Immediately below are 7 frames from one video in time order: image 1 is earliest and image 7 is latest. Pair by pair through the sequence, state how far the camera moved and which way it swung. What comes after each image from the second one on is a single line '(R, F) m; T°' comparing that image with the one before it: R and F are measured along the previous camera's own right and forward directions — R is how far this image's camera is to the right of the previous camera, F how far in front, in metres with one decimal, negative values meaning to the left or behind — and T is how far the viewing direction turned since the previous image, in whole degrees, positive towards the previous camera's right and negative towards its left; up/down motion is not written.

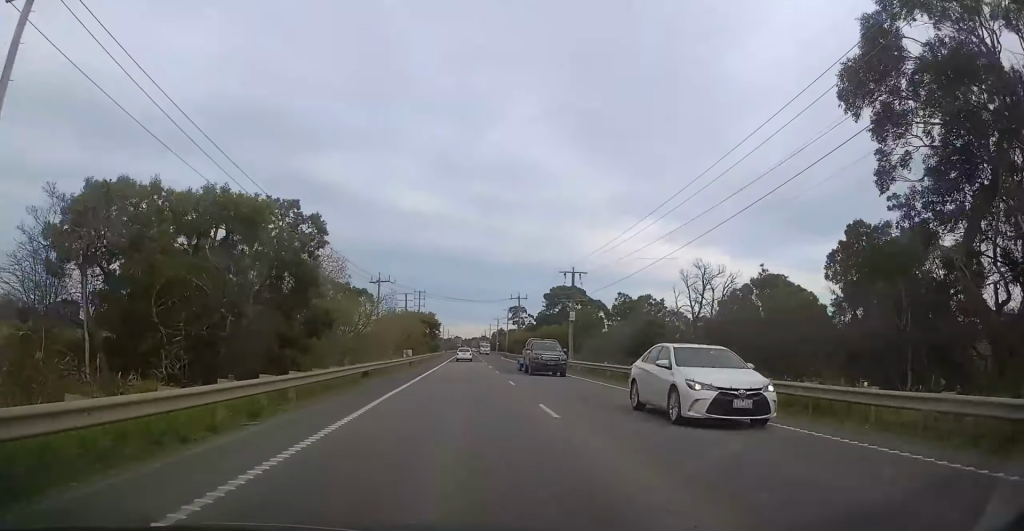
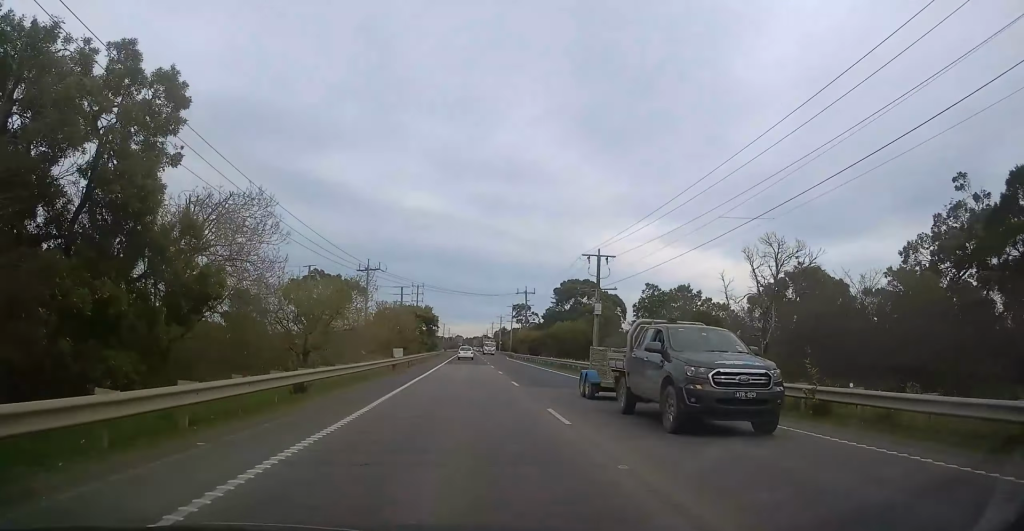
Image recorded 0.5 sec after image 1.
(+0.3, +12.6) m; 0°
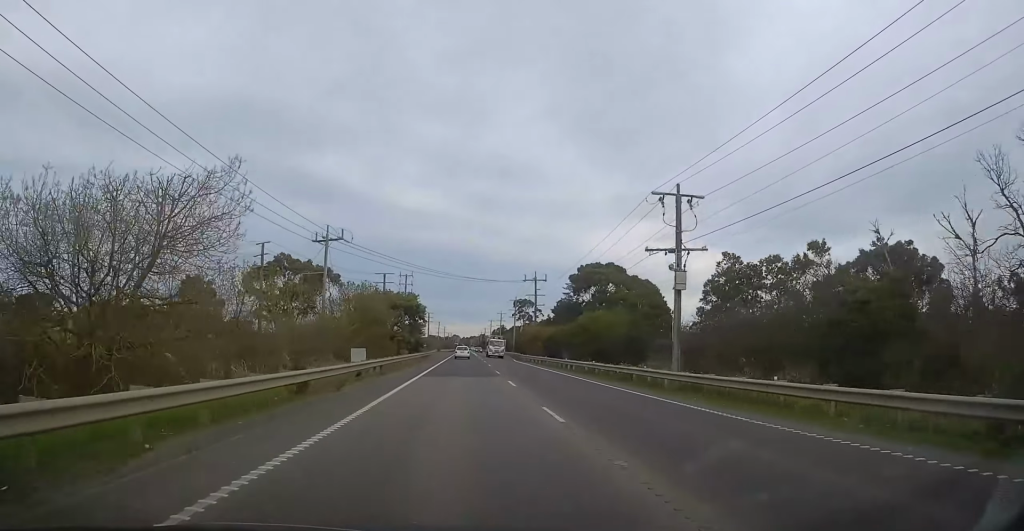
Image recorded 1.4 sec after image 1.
(+0.1, +21.1) m; 0°
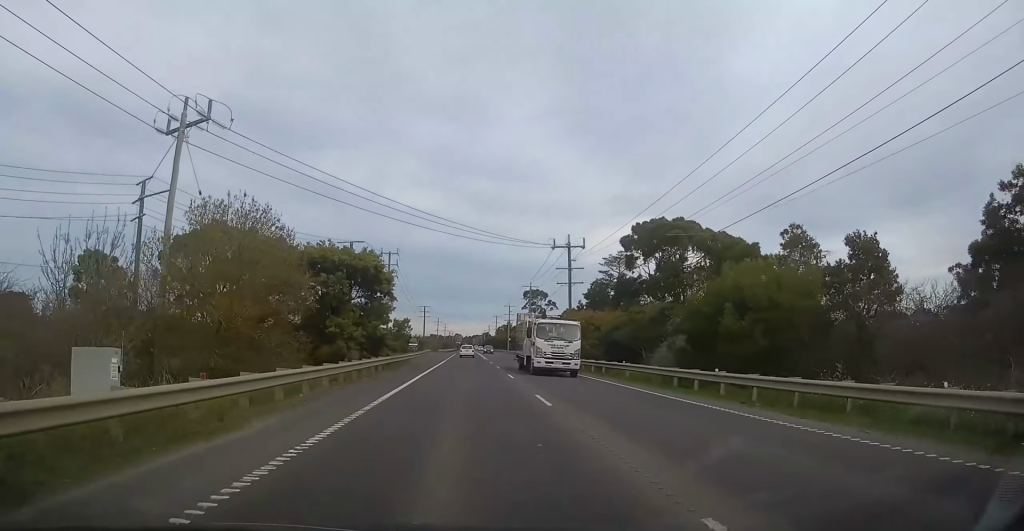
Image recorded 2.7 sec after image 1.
(0.0, +30.4) m; 0°
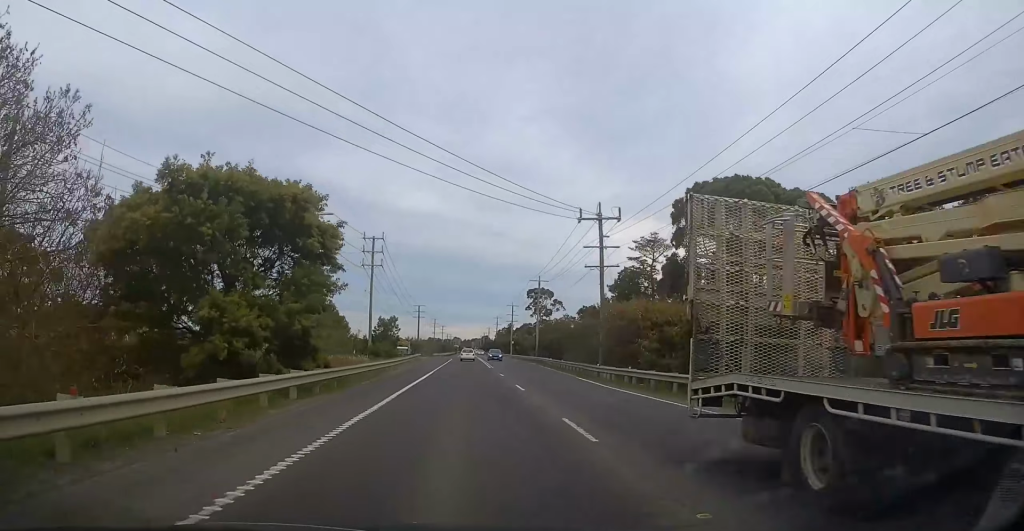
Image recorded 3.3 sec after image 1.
(+0.1, +16.3) m; 0°
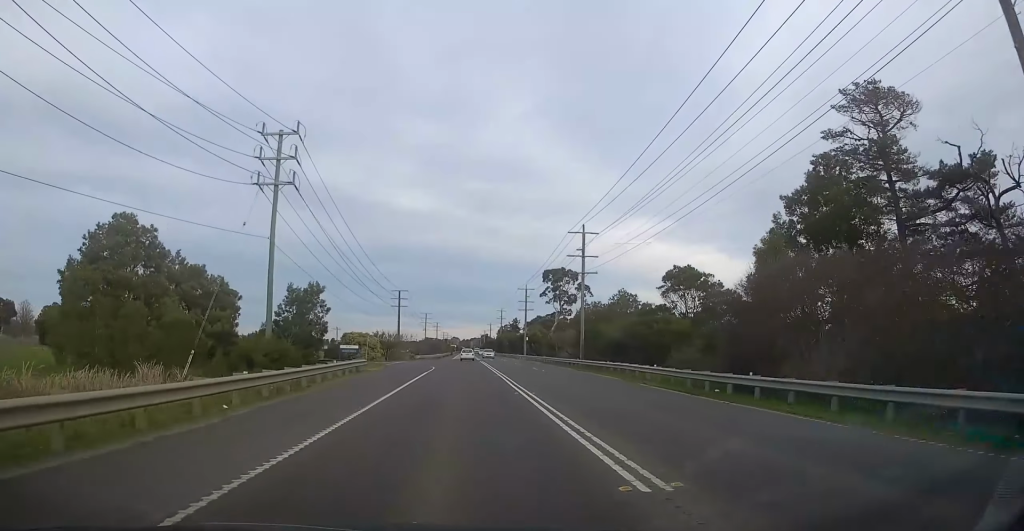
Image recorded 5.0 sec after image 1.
(+0.1, +42.2) m; 0°
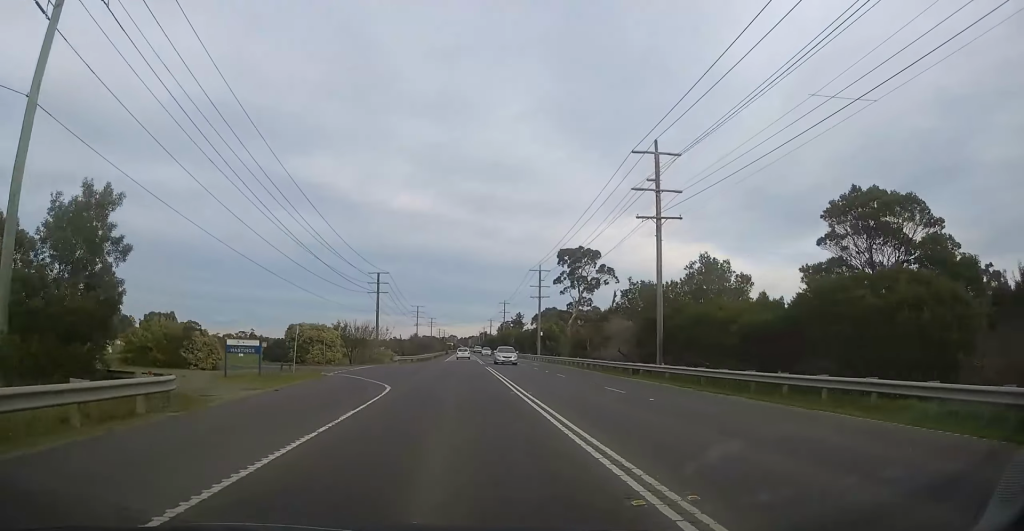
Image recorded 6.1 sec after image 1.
(-0.6, +25.7) m; 0°
